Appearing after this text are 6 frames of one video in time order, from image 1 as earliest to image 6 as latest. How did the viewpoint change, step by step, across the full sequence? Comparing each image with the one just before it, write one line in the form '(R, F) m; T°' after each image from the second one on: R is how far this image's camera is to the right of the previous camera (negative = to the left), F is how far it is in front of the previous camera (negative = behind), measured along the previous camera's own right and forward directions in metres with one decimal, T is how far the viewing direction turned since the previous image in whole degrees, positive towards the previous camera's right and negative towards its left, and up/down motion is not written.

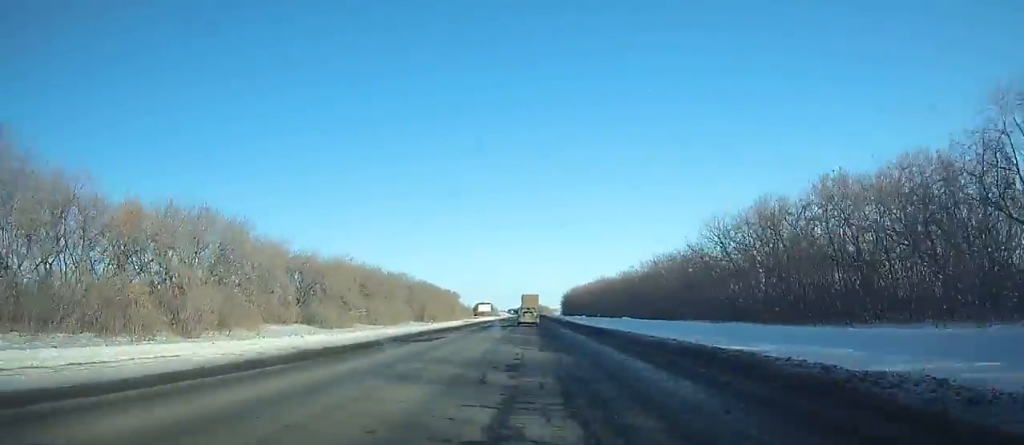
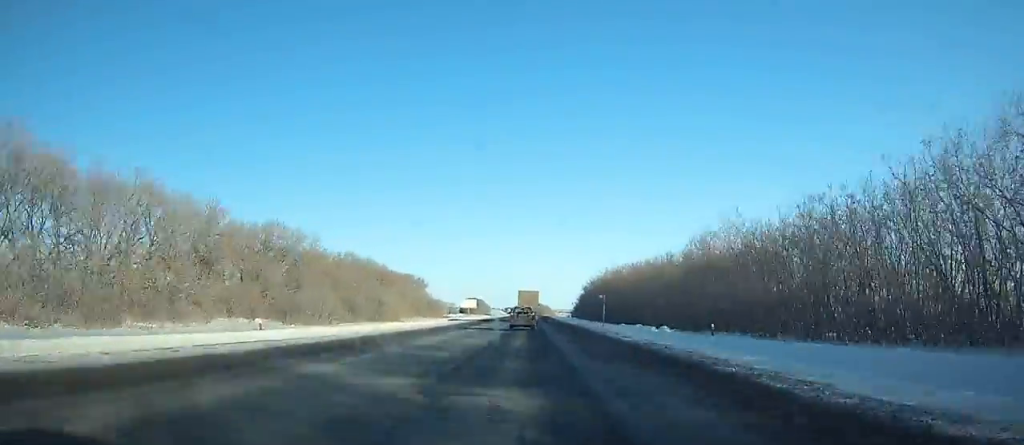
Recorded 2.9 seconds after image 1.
(+0.3, +68.6) m; 0°
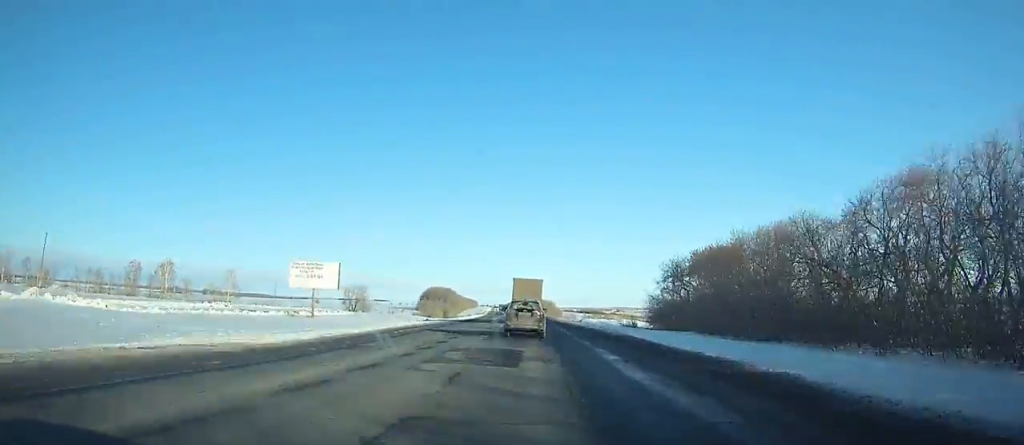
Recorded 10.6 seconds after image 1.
(+2.0, +158.1) m; +1°
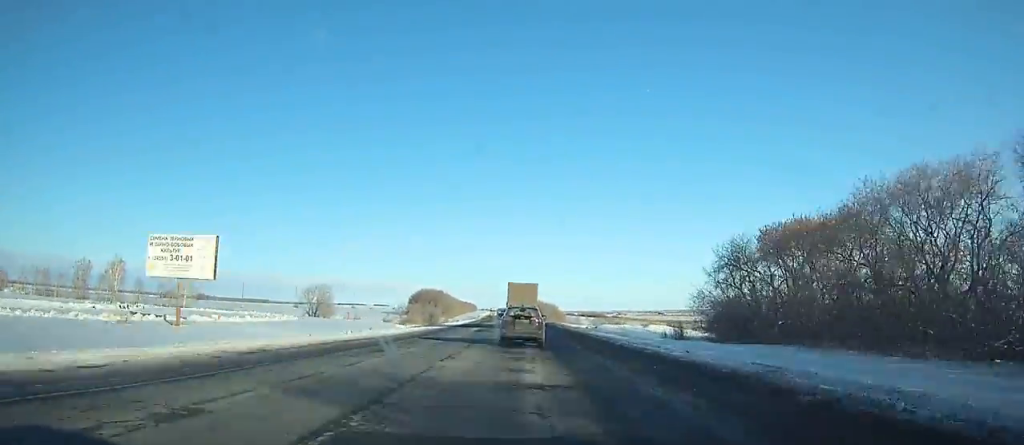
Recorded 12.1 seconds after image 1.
(+0.2, +27.8) m; 0°
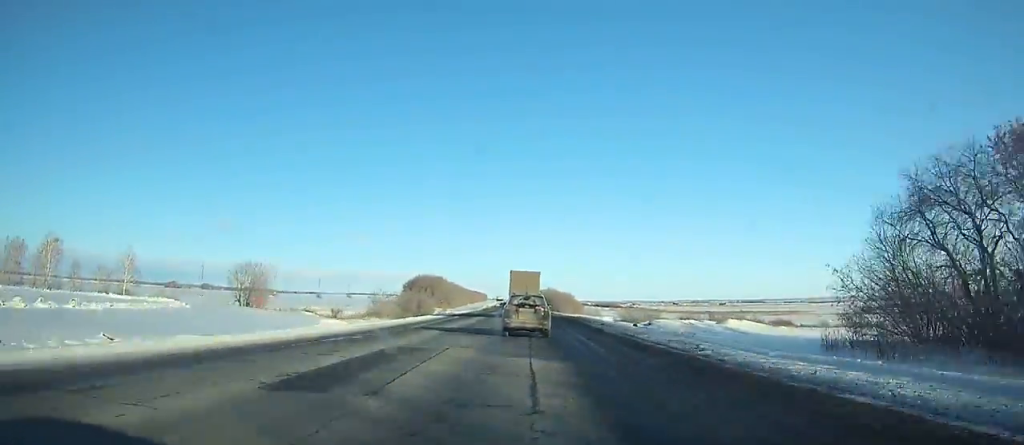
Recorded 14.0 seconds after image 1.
(-0.4, +33.8) m; -1°
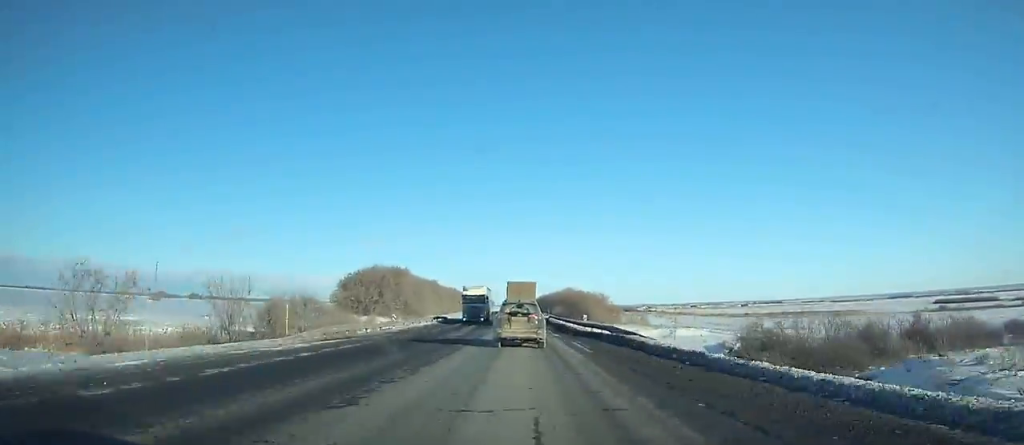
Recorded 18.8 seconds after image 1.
(-1.6, +84.1) m; -2°
